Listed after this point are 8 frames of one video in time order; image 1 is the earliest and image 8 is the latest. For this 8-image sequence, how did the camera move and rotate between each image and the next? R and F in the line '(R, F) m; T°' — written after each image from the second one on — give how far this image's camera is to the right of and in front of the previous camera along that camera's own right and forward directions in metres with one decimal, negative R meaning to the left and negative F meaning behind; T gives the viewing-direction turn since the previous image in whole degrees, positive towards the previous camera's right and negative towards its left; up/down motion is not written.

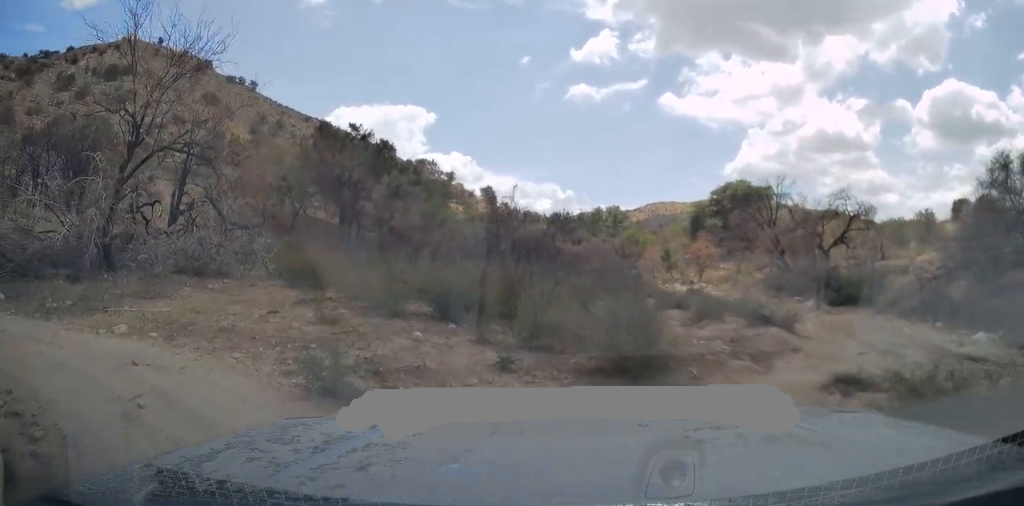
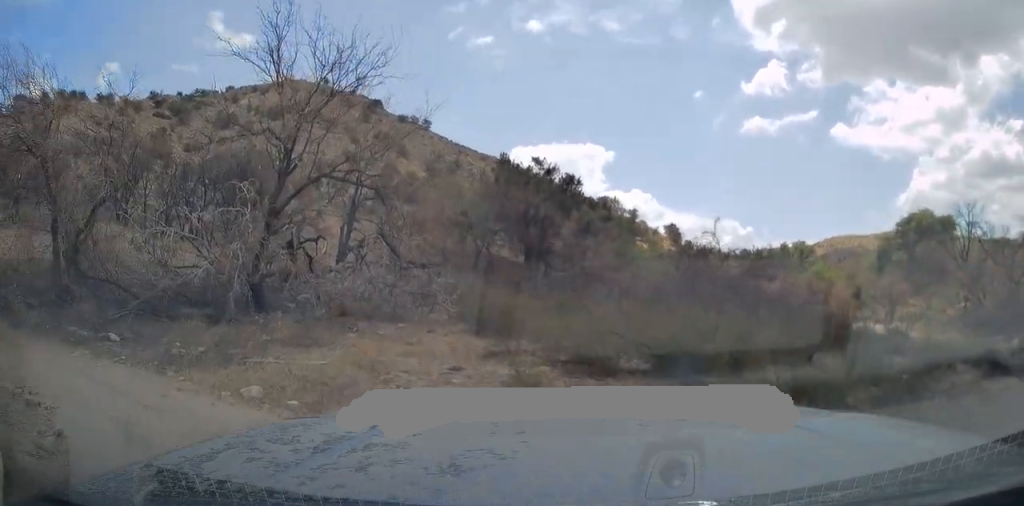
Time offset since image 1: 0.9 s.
(-0.4, +1.8) m; -18°
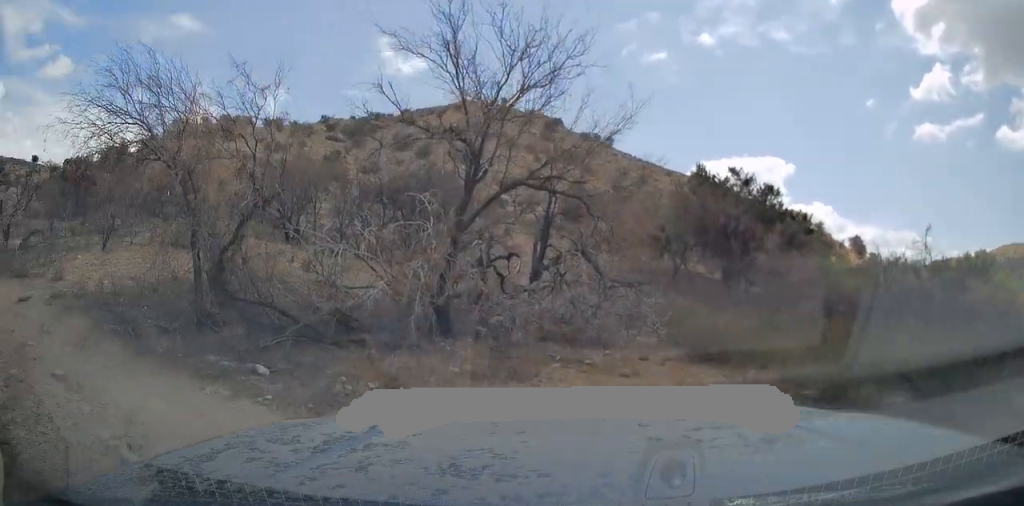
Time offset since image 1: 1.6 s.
(-0.3, +1.7) m; -14°
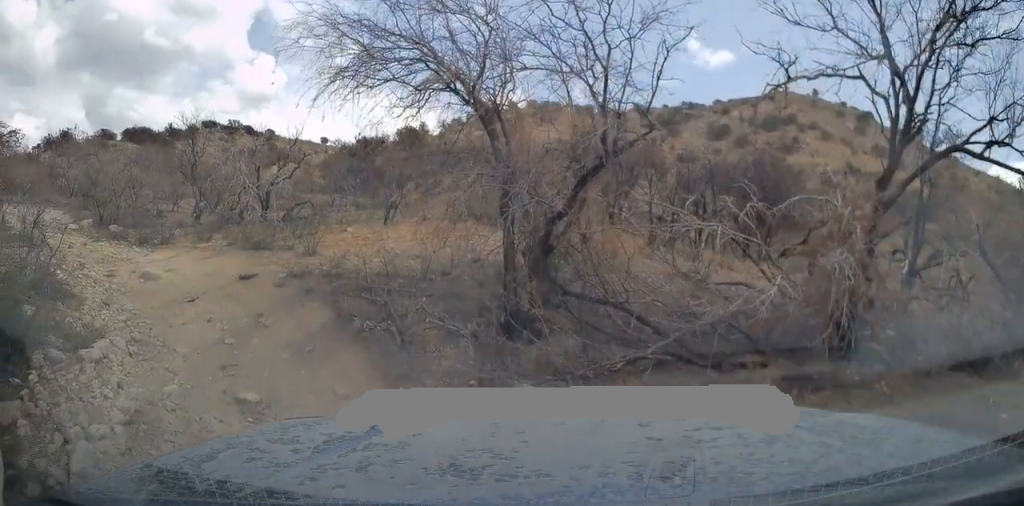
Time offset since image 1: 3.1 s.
(-0.6, +3.2) m; -22°
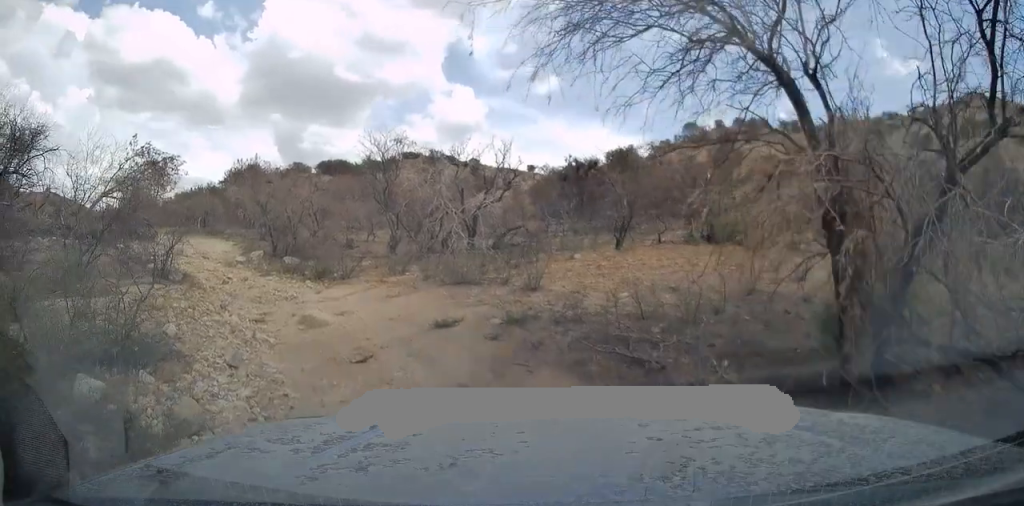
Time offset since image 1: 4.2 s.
(-0.4, +2.7) m; -12°
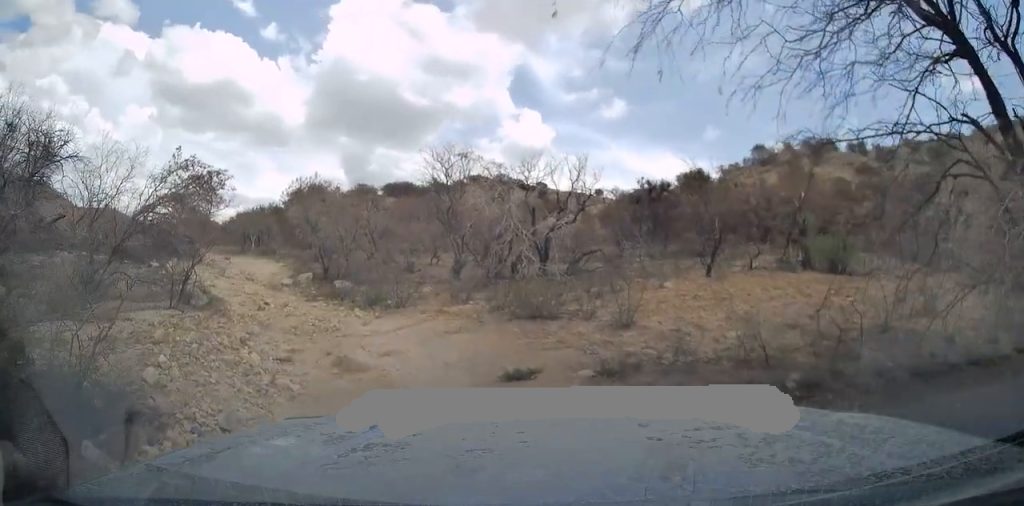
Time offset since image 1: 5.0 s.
(-0.1, +1.8) m; -5°
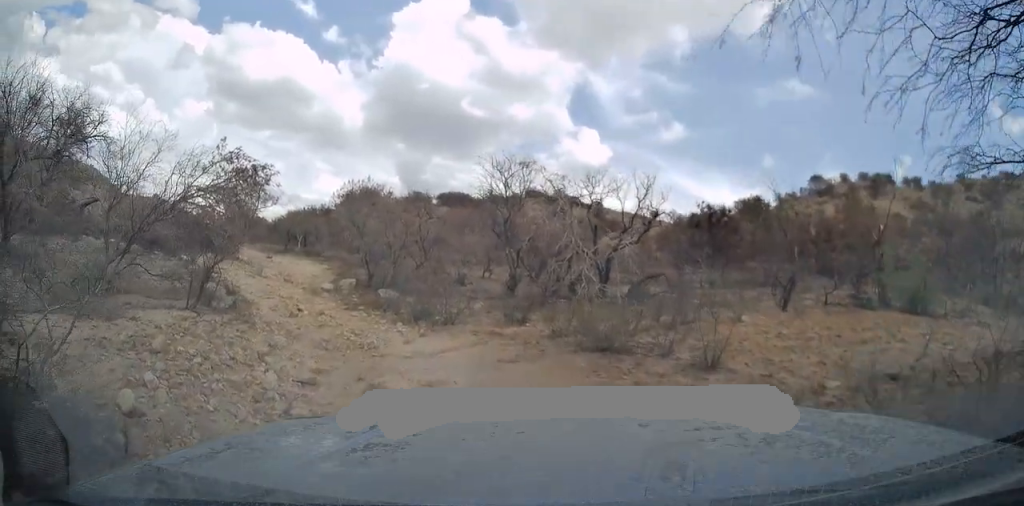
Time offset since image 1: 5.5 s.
(0.0, +1.2) m; -4°
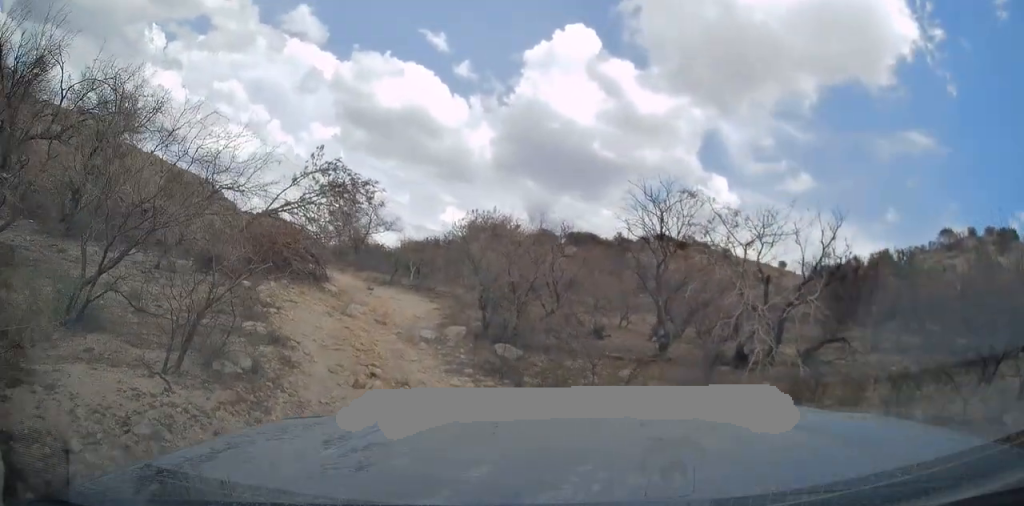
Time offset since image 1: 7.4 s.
(-0.4, +3.8) m; -11°
